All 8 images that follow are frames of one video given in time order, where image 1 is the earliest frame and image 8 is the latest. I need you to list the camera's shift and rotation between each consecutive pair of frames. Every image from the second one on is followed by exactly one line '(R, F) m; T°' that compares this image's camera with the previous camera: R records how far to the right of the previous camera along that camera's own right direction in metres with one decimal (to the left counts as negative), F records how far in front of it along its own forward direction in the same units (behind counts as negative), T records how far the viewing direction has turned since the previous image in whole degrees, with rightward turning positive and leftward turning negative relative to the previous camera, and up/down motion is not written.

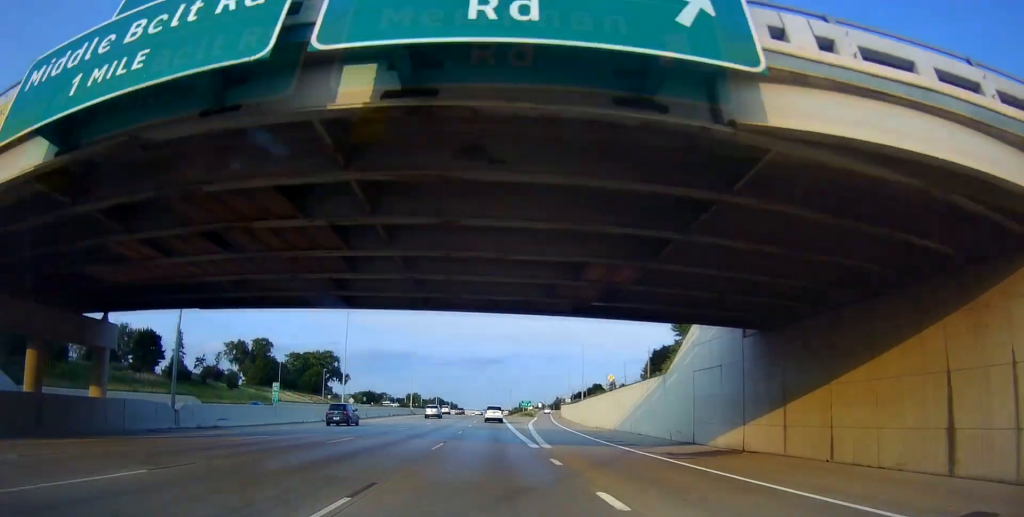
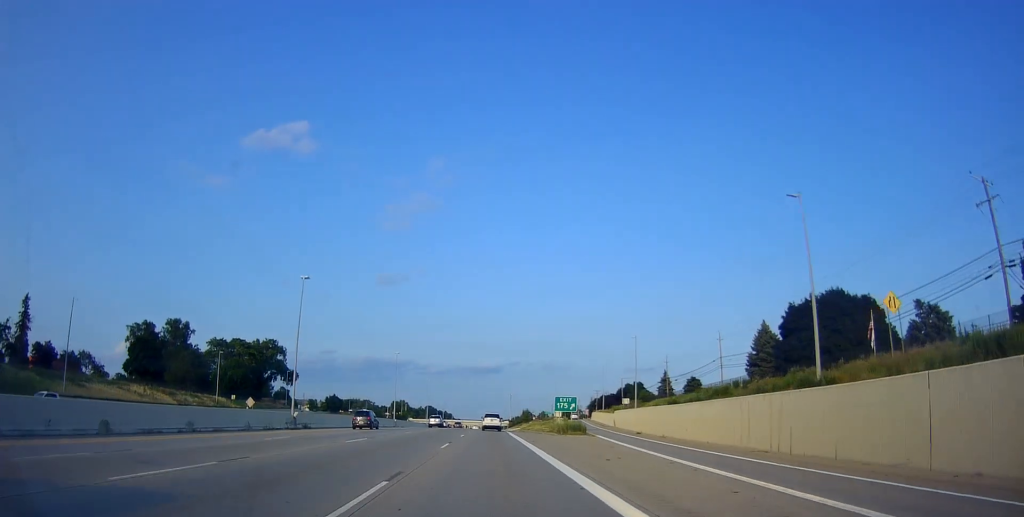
(-0.7, +71.8) m; -1°
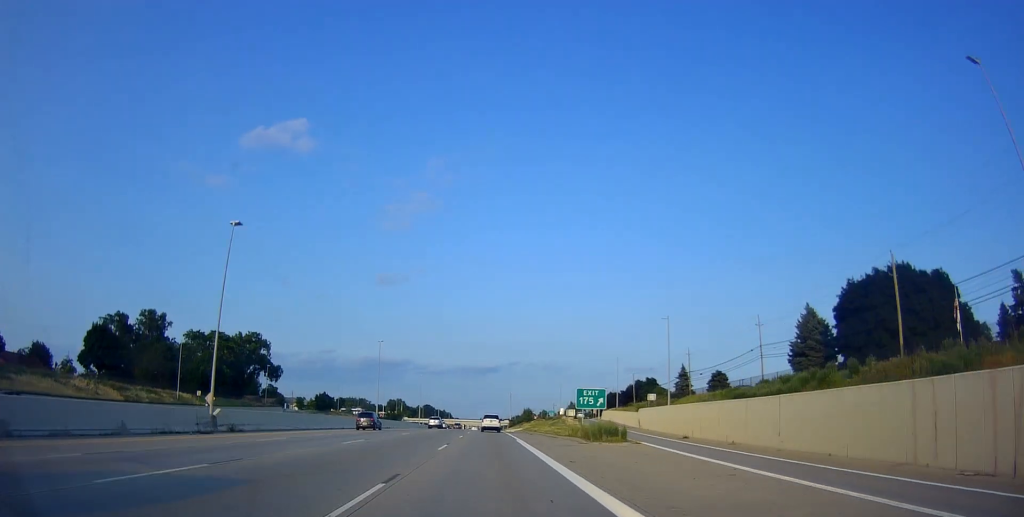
(0.0, +15.3) m; 0°
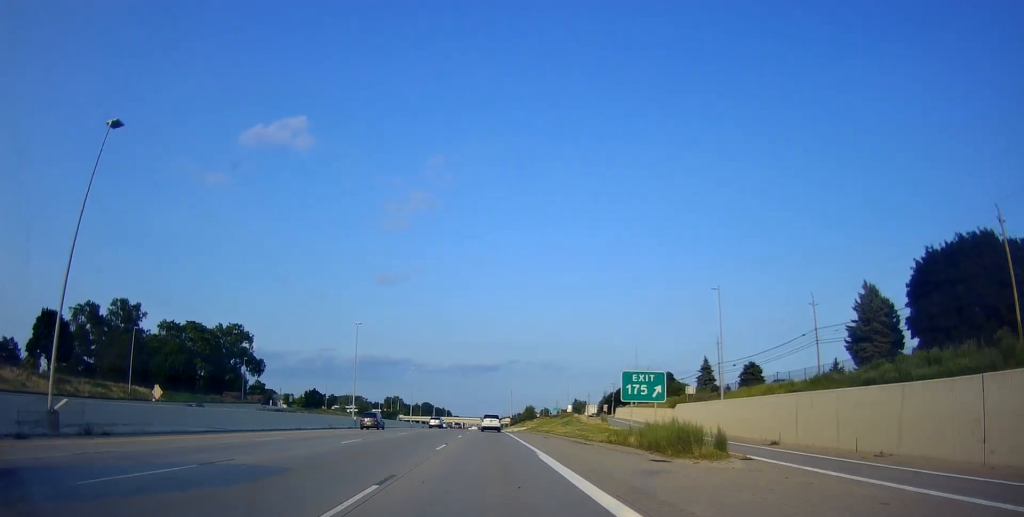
(-0.1, +15.4) m; +1°
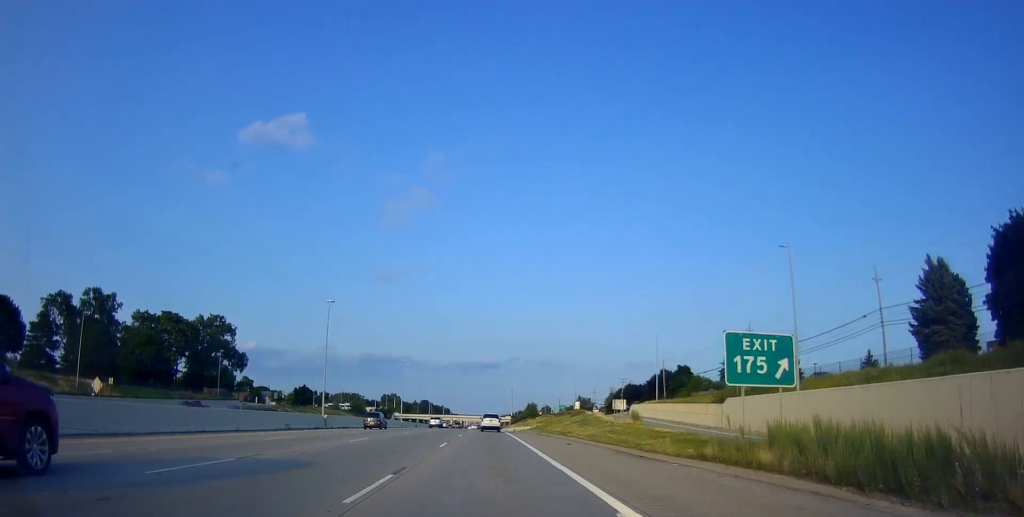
(+0.1, +13.3) m; 0°
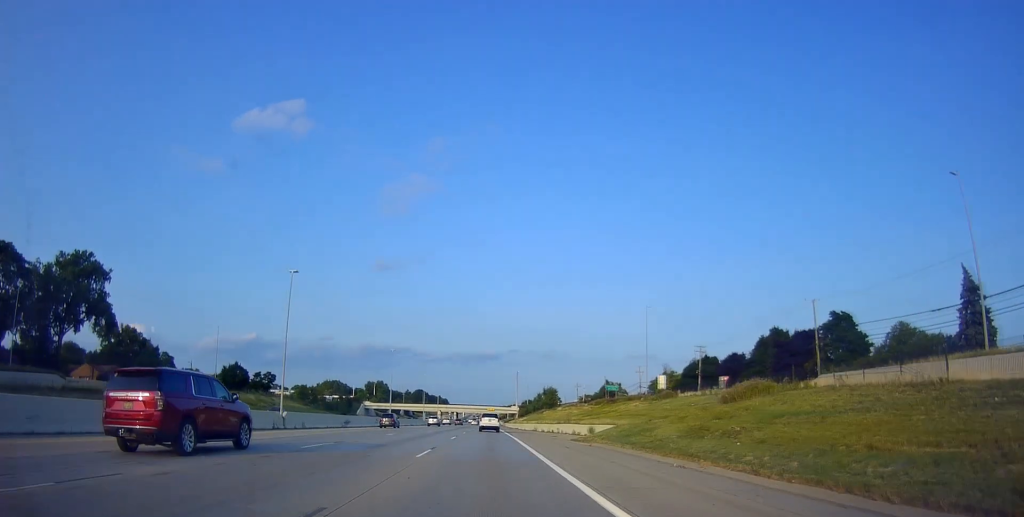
(+0.3, +67.4) m; -1°
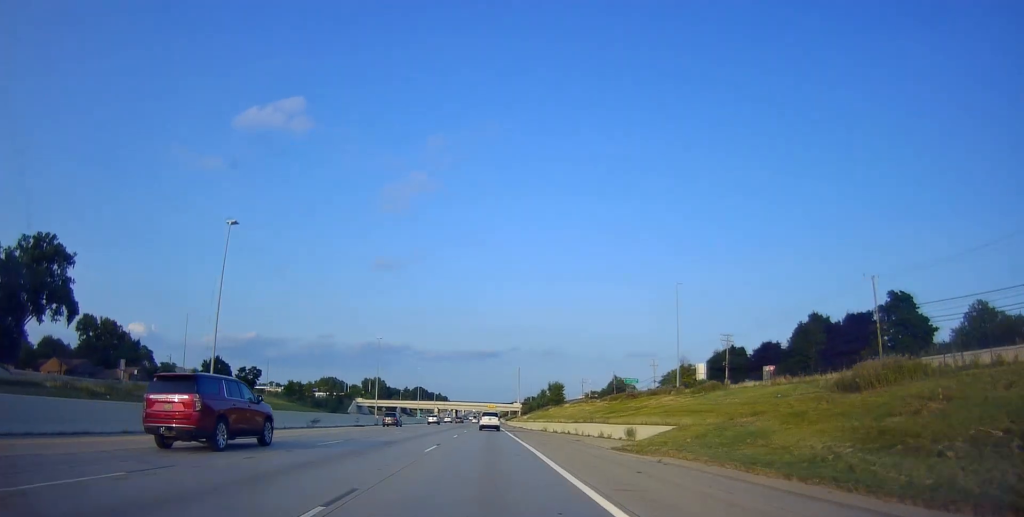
(-0.1, +13.6) m; 0°
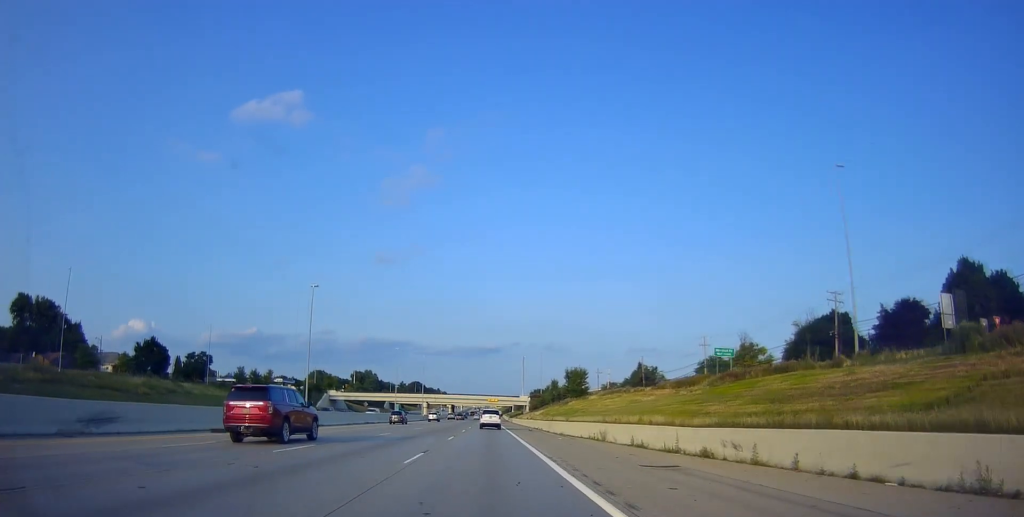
(-0.1, +35.2) m; +1°
